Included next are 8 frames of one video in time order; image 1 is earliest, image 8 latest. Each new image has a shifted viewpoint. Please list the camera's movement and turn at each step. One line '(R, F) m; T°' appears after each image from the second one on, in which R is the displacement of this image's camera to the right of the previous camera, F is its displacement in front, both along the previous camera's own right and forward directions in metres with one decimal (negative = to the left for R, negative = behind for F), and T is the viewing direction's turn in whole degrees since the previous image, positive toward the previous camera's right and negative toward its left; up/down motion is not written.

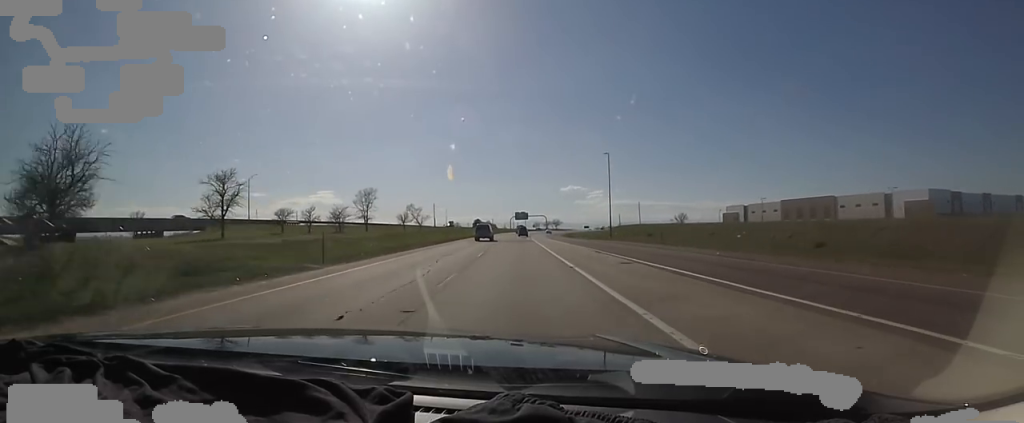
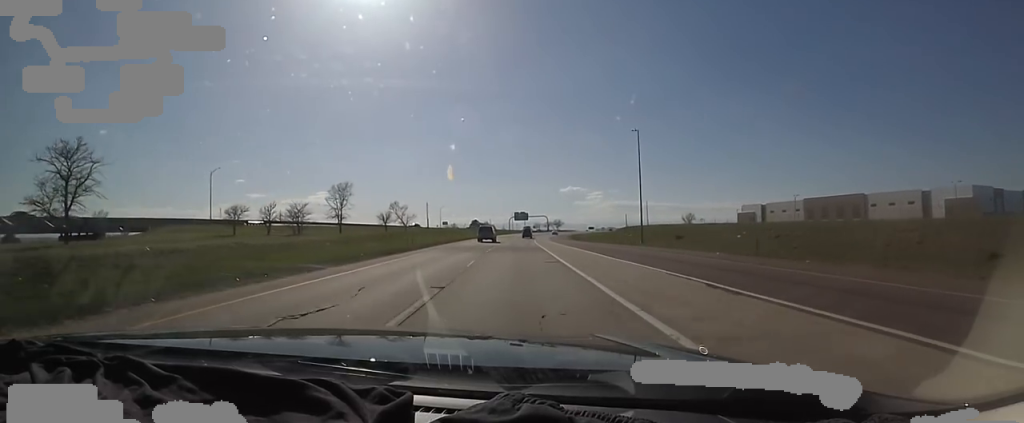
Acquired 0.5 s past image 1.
(+0.3, +16.9) m; 0°
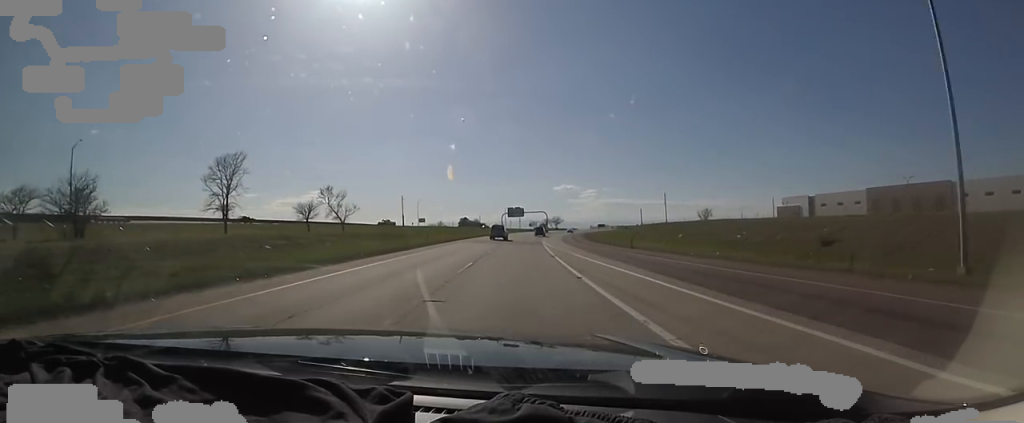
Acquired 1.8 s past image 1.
(-0.6, +39.2) m; 0°
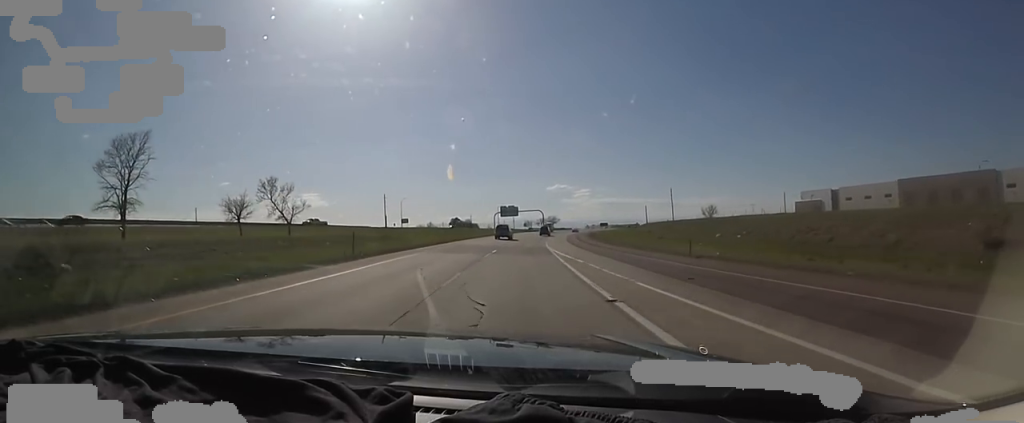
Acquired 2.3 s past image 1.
(+0.8, +17.0) m; 0°
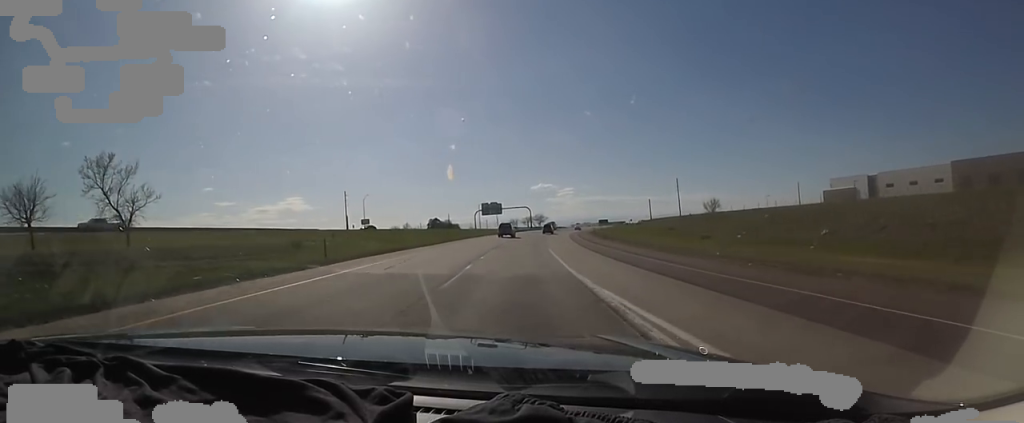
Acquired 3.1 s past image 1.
(-1.0, +25.3) m; +2°
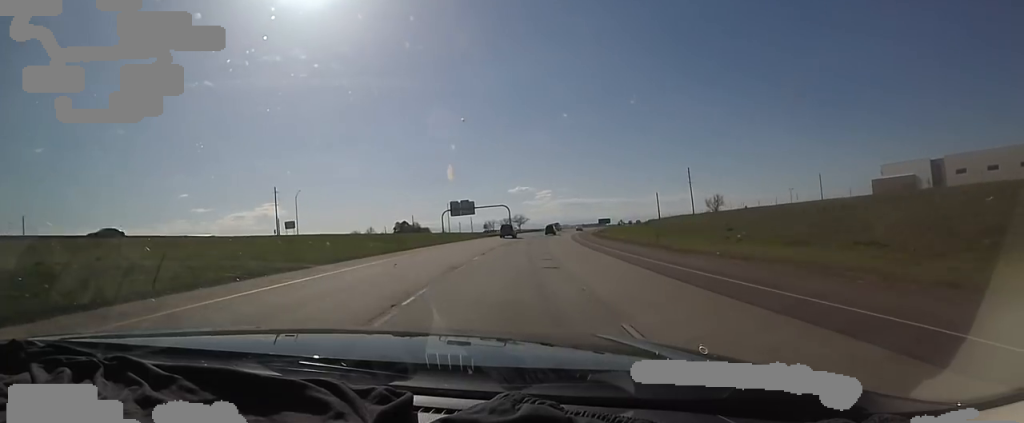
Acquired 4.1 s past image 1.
(+2.1, +31.5) m; +3°
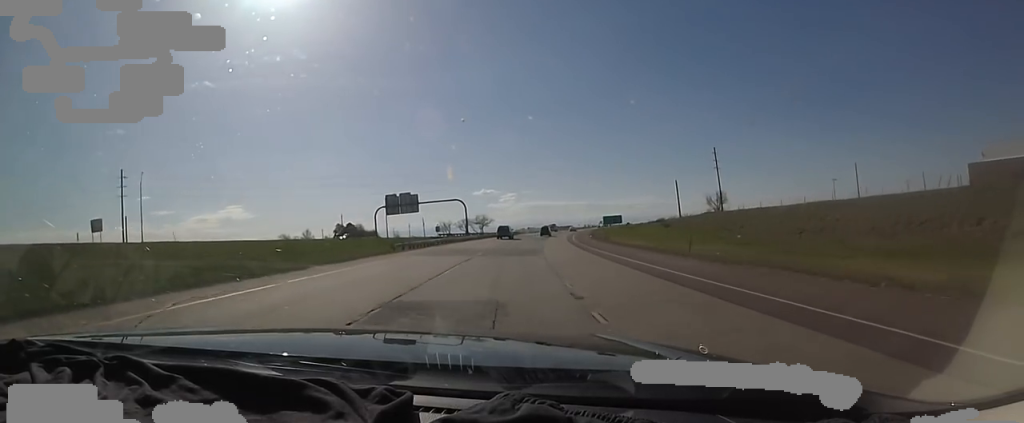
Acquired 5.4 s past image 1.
(-0.8, +40.2) m; +3°
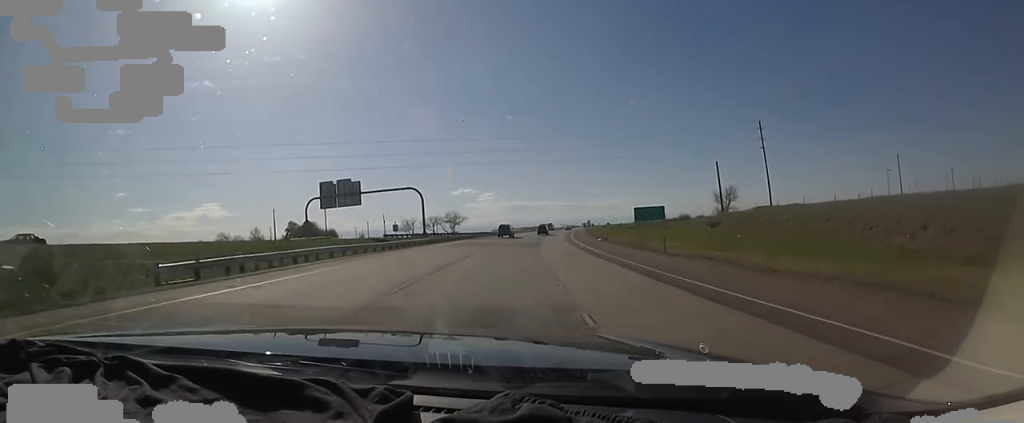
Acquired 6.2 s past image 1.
(+2.8, +27.4) m; +3°
